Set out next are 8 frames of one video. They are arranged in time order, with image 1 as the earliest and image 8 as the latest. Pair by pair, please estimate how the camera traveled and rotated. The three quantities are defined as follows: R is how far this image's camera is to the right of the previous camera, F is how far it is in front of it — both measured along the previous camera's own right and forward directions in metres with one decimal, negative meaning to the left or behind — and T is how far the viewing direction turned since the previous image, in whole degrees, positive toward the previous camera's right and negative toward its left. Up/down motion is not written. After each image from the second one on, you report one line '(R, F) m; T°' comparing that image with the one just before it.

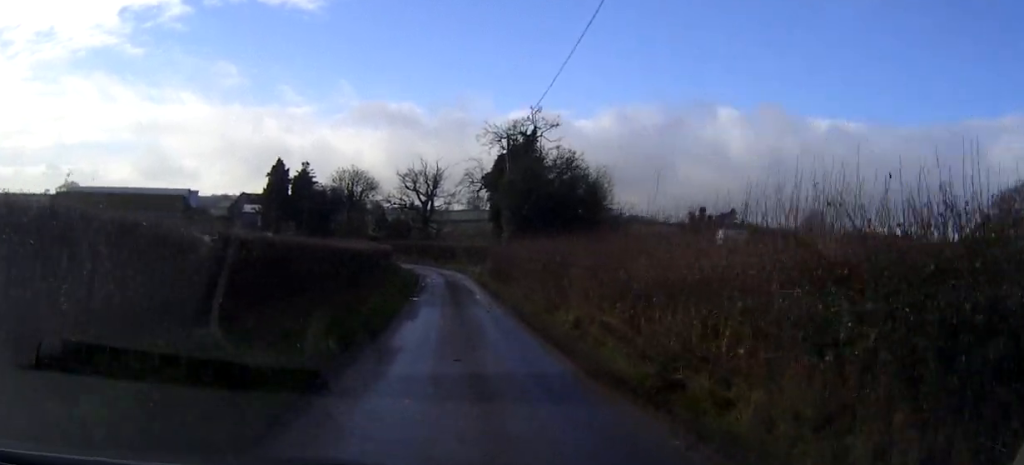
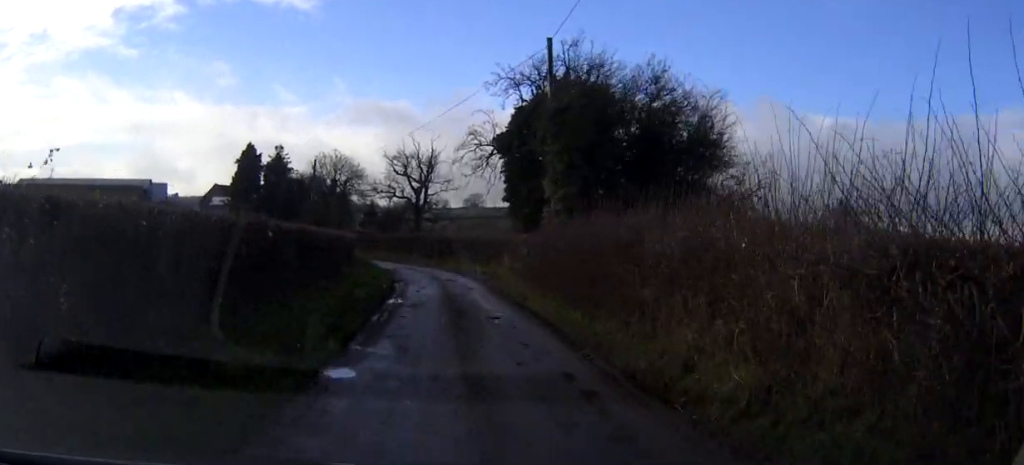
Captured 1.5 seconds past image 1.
(0.0, +17.2) m; 0°
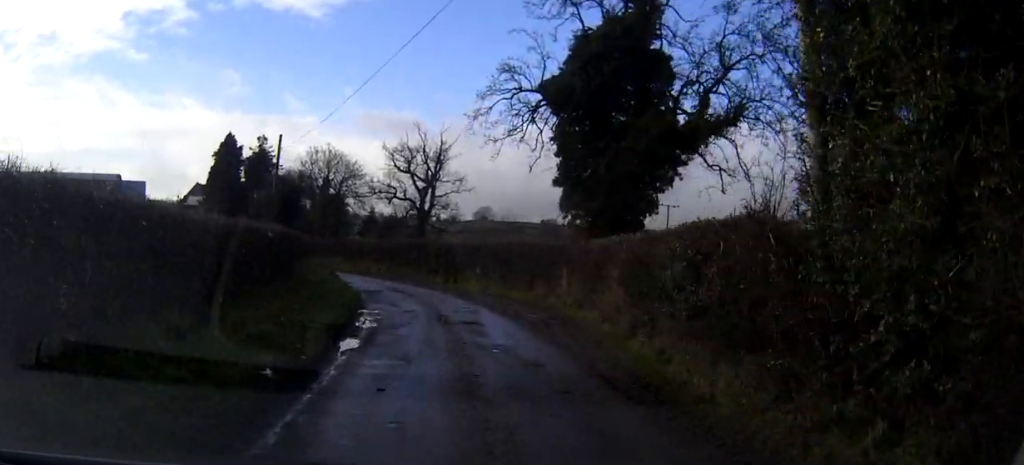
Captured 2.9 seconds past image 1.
(0.0, +15.9) m; -6°
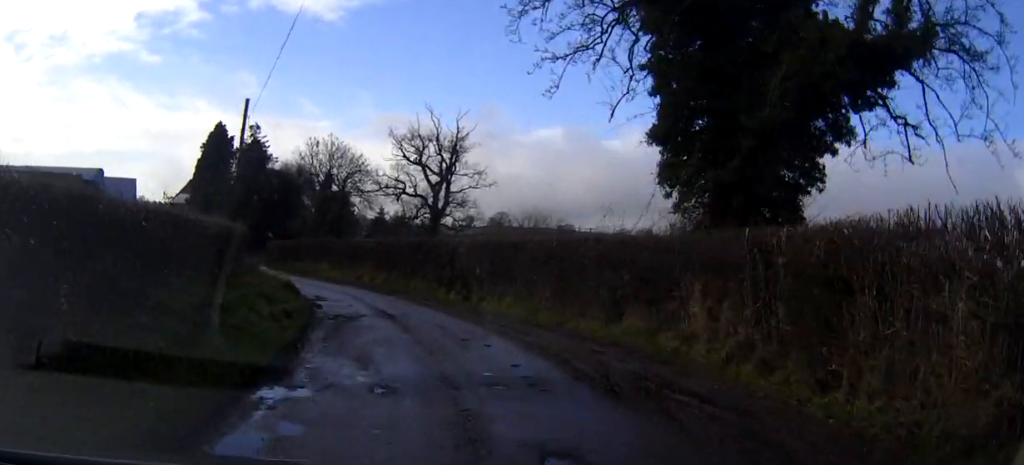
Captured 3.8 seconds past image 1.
(-1.1, +10.3) m; -7°
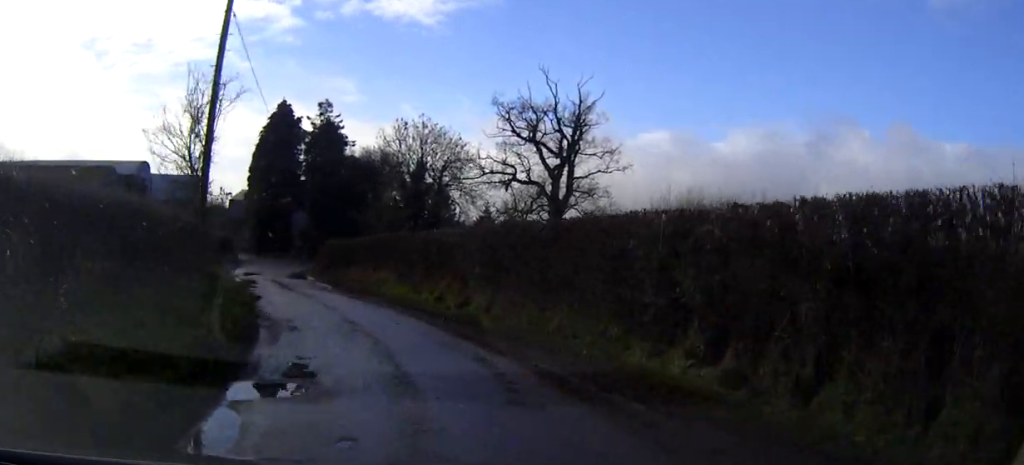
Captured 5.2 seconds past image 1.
(-0.4, +14.4) m; -2°
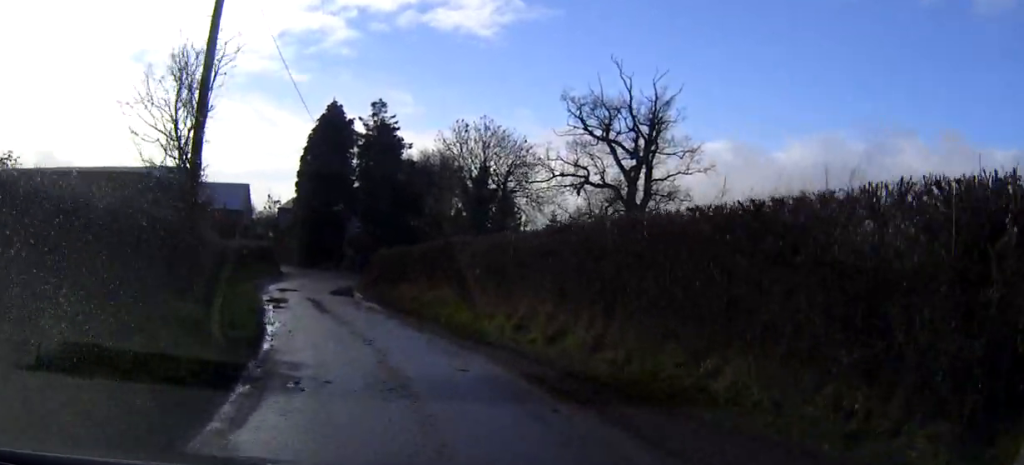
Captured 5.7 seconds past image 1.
(0.0, +4.4) m; 0°
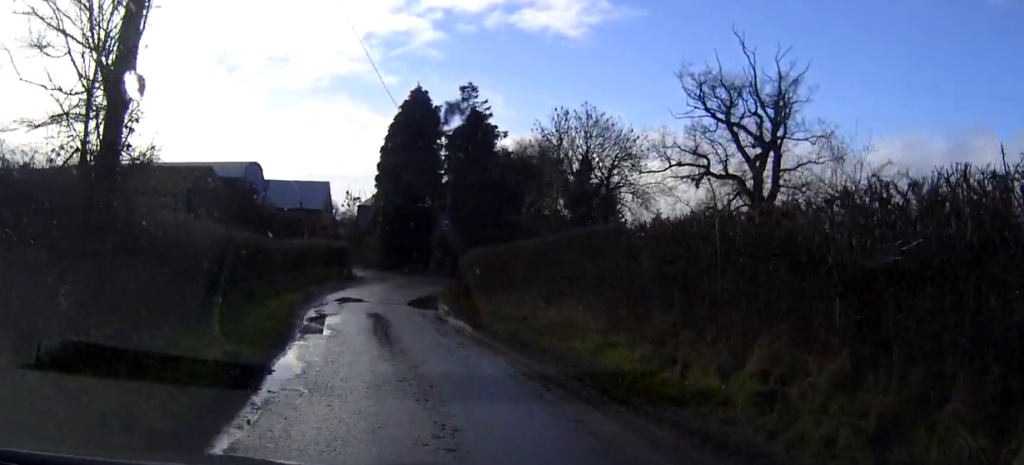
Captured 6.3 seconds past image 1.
(0.0, +6.1) m; 0°
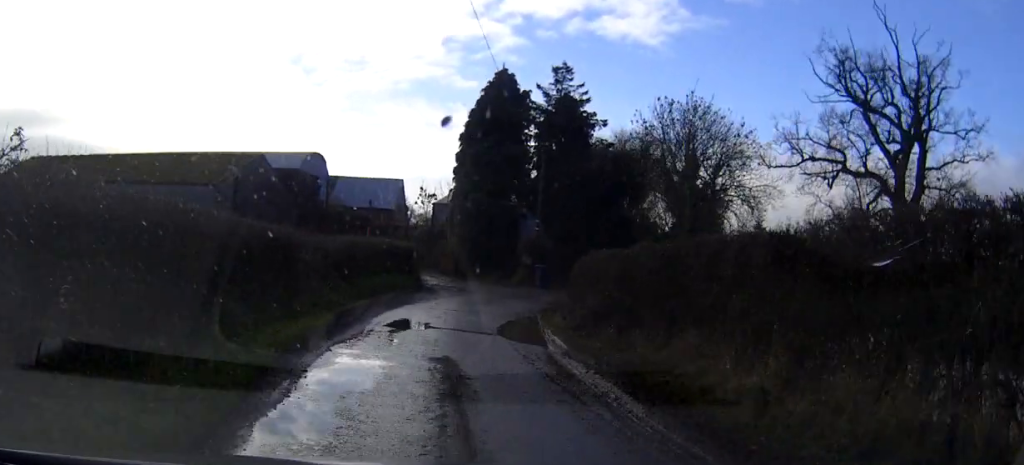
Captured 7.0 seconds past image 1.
(0.0, +7.1) m; 0°
